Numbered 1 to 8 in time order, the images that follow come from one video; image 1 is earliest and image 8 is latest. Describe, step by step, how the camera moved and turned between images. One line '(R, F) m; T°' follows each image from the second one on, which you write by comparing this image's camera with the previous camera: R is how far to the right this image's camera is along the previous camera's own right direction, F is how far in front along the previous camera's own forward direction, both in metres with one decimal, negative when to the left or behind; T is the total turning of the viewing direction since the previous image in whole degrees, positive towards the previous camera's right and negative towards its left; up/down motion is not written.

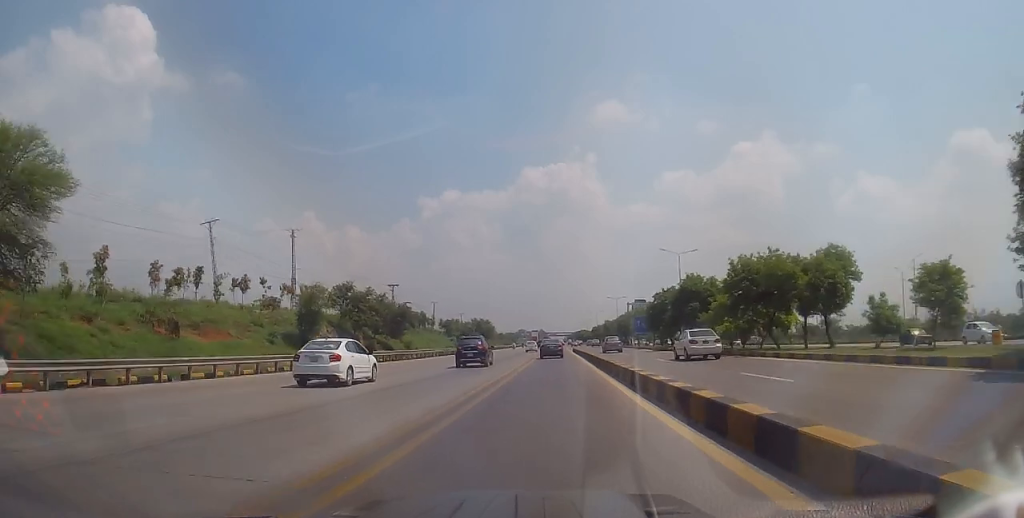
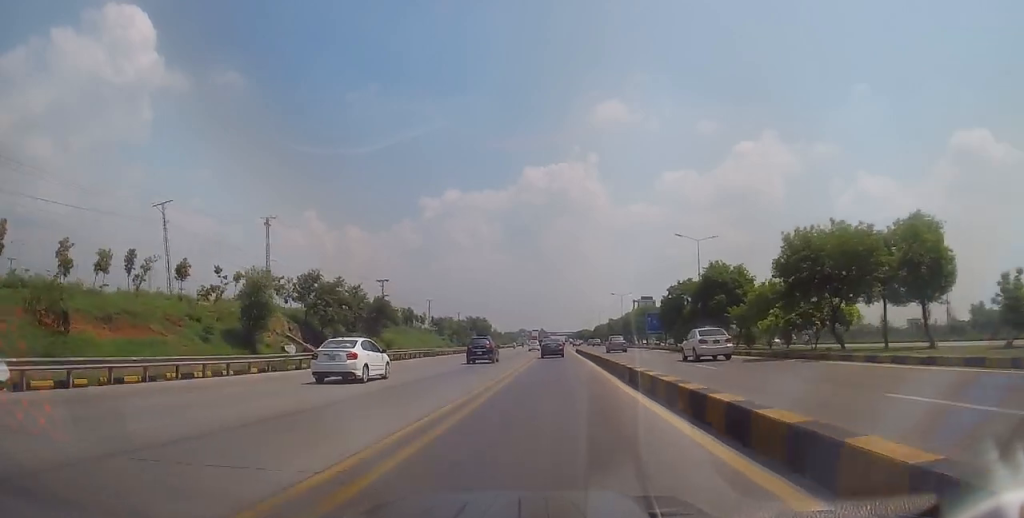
(0.0, +8.5) m; 0°
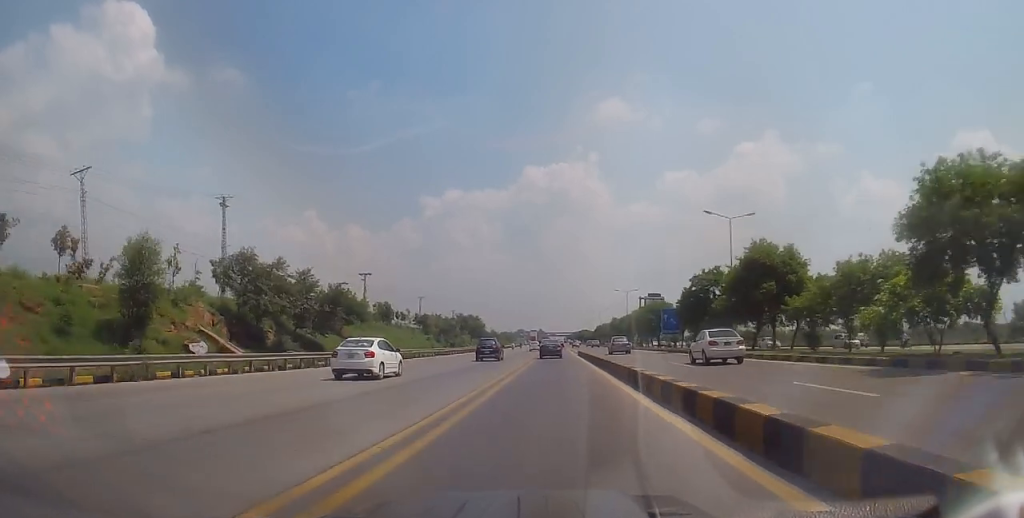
(+0.2, +11.1) m; 0°
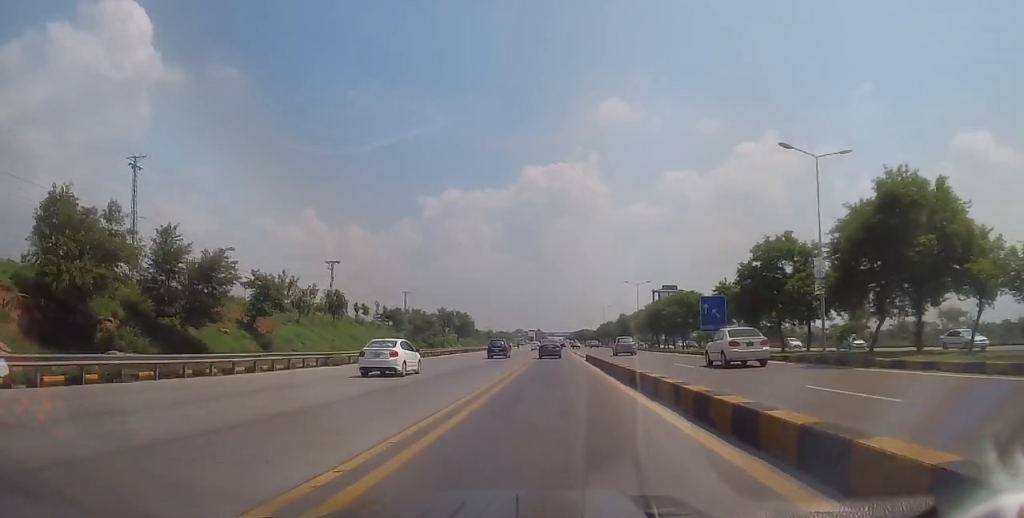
(-0.1, +16.6) m; -1°
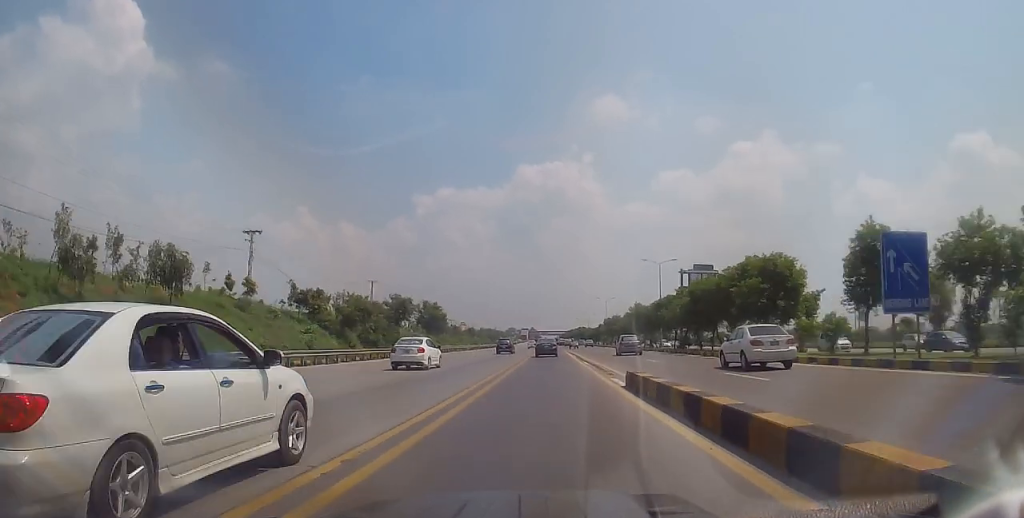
(+0.1, +26.0) m; +1°
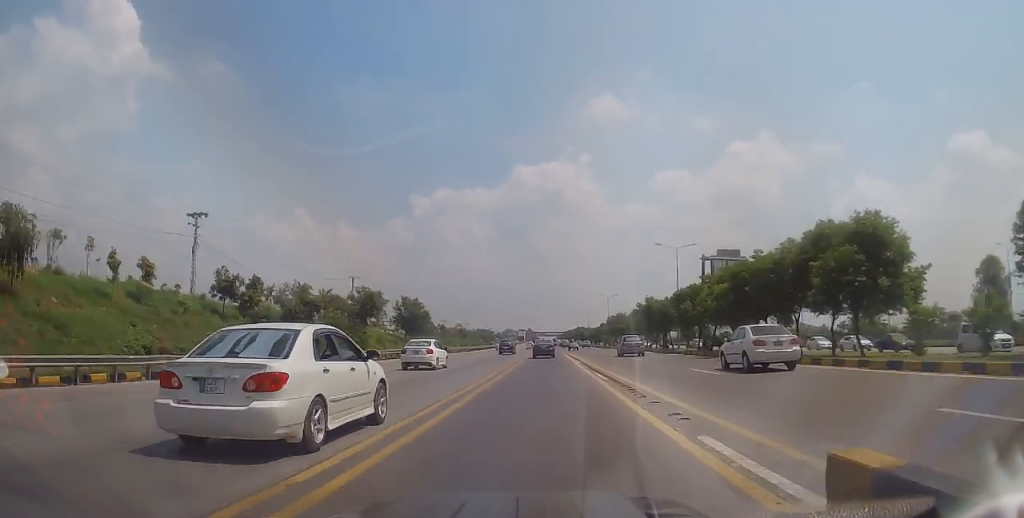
(+0.1, +11.9) m; 0°
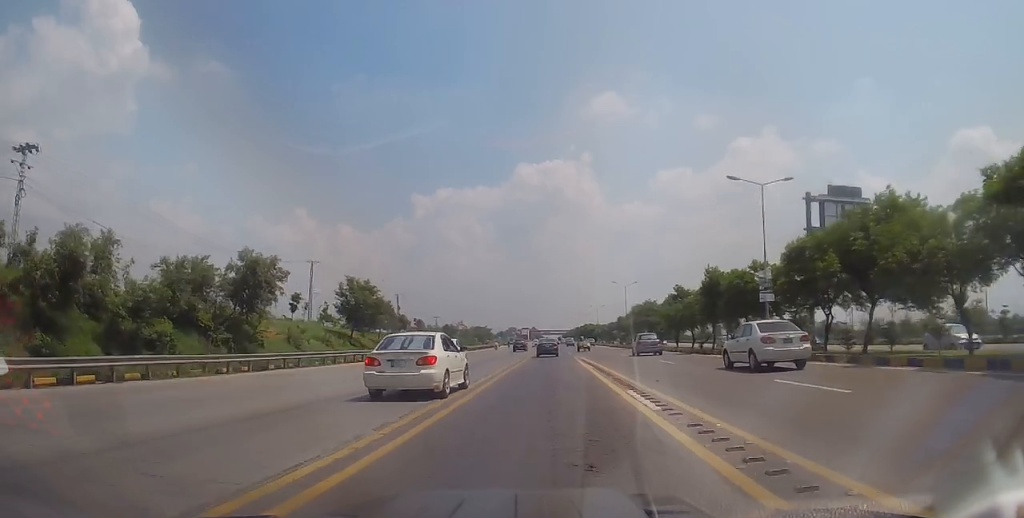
(-0.5, +25.3) m; -2°
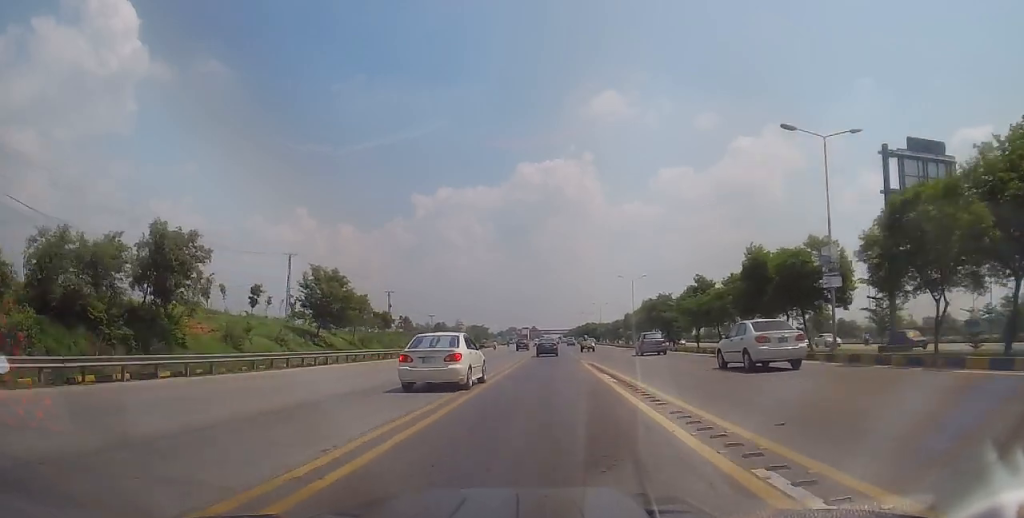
(-0.1, +9.3) m; 0°
